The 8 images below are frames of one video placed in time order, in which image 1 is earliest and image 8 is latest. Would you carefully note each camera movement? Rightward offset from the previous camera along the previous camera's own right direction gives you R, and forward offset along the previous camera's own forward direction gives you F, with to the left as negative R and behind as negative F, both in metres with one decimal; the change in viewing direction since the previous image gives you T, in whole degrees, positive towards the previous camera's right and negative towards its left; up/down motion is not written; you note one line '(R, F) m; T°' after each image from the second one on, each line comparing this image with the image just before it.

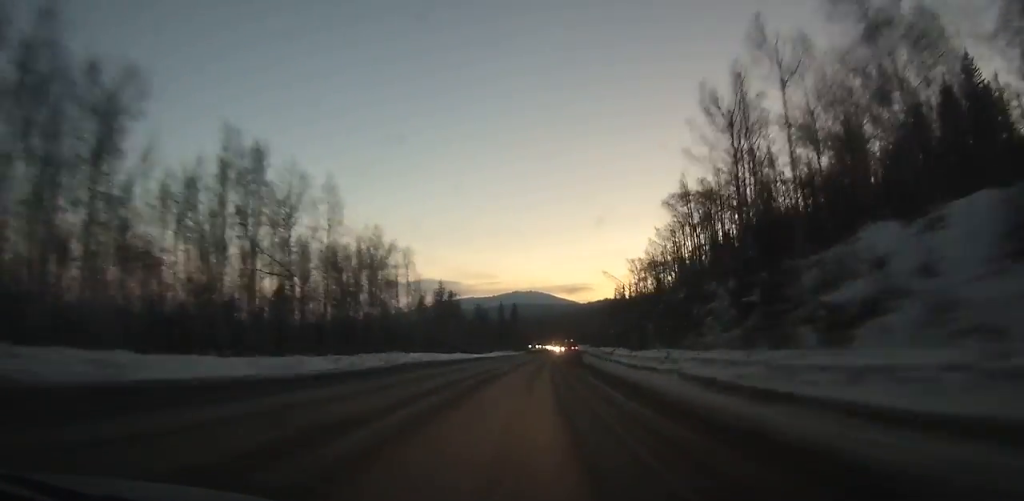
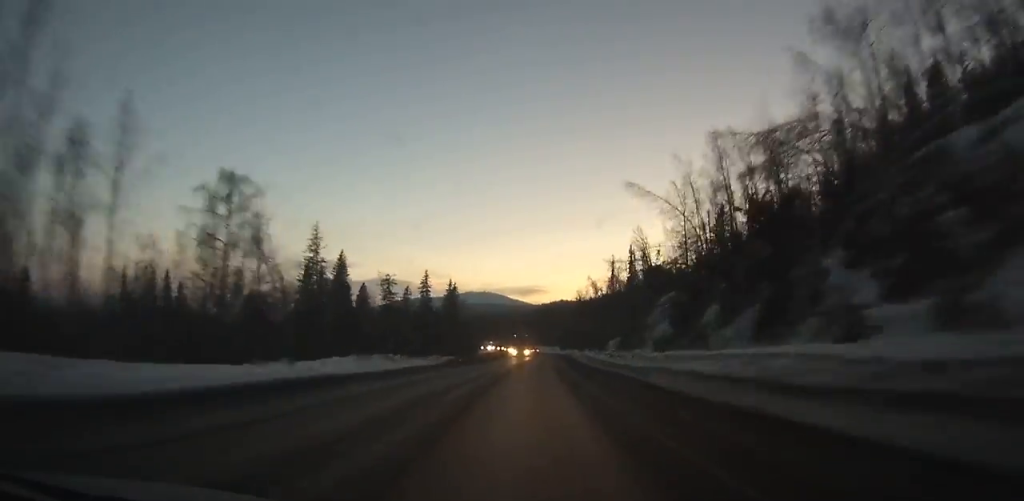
(+2.9, +69.5) m; +5°
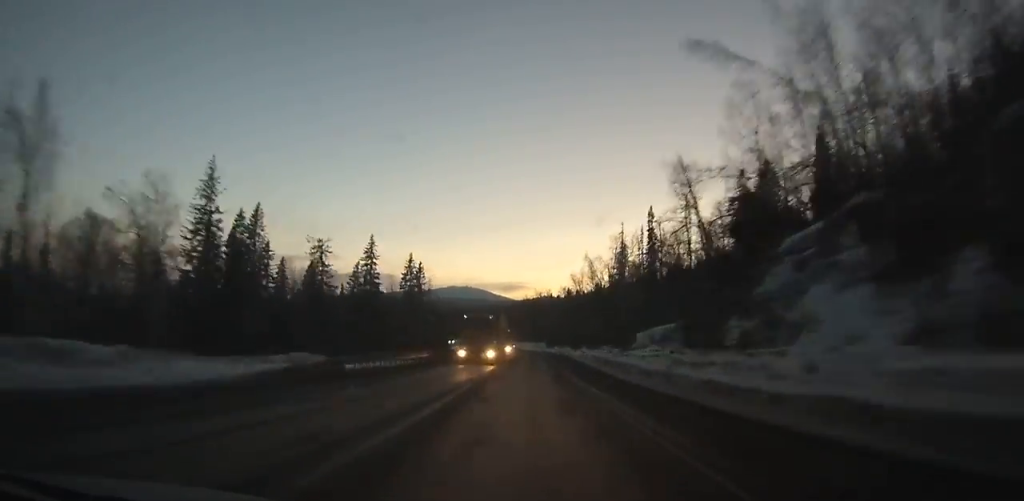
(+0.6, +28.5) m; +1°
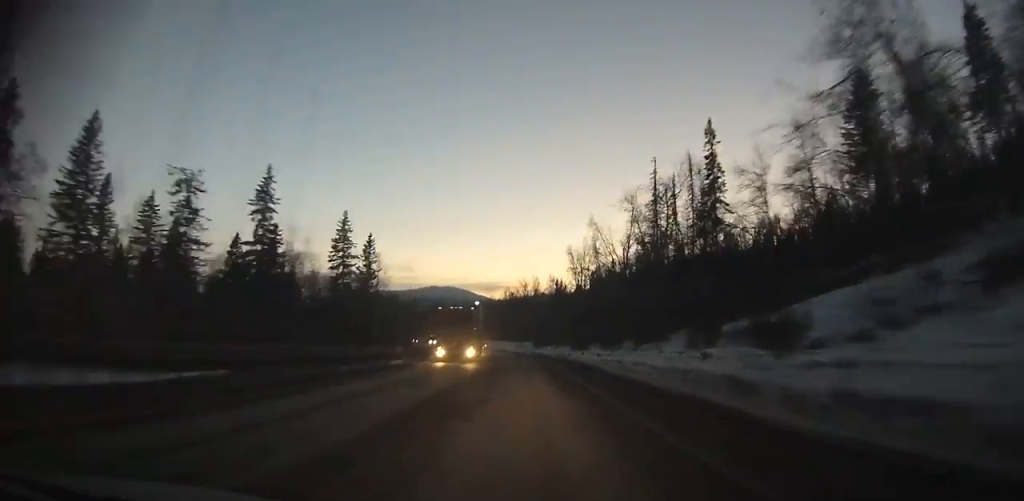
(+0.8, +30.6) m; 0°
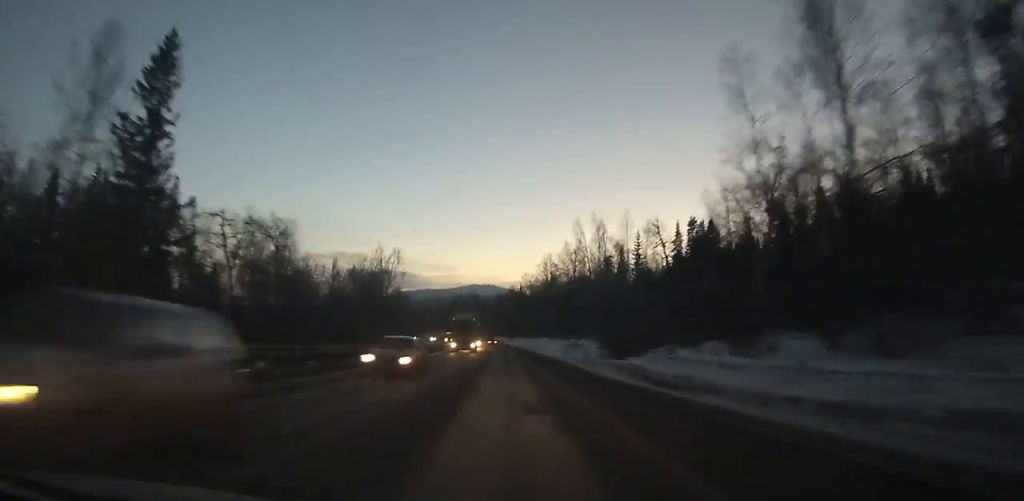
(-1.0, +67.1) m; -3°
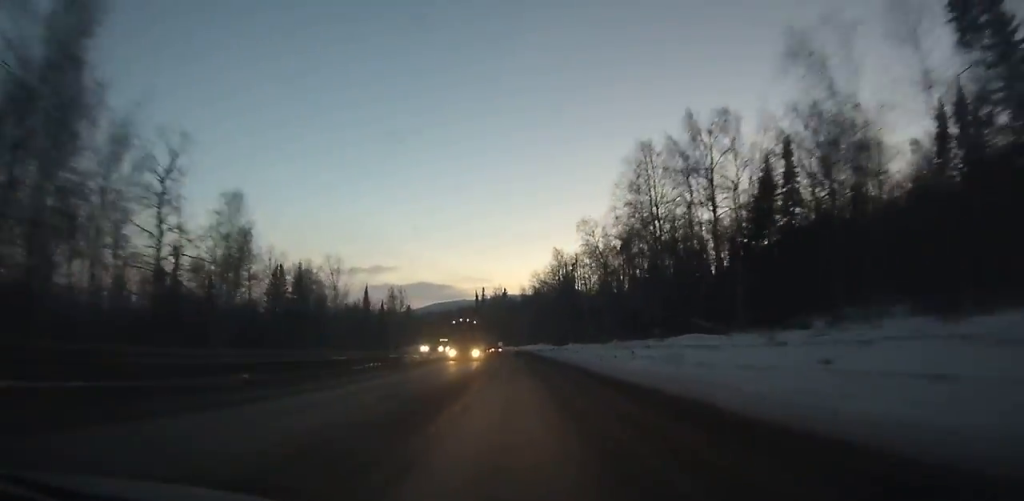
(-2.9, +74.5) m; -4°
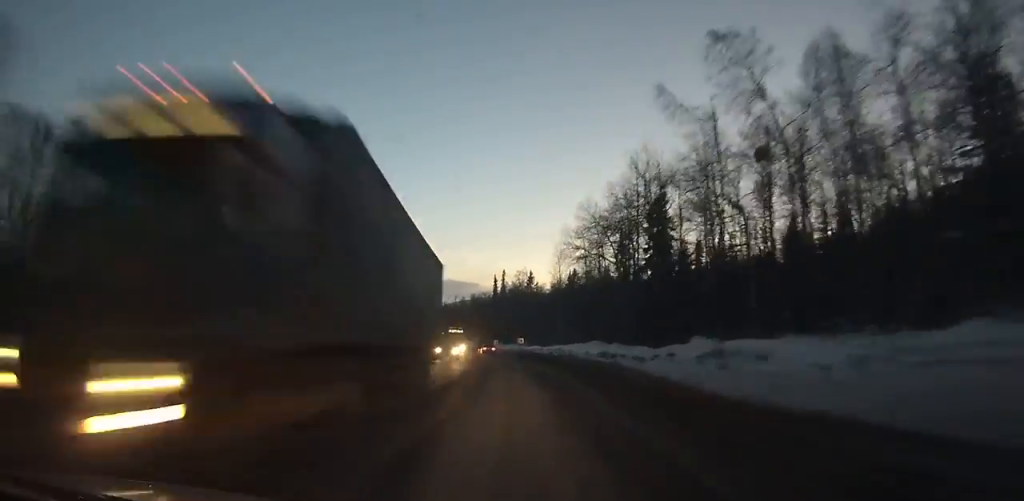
(-1.0, +50.7) m; -3°
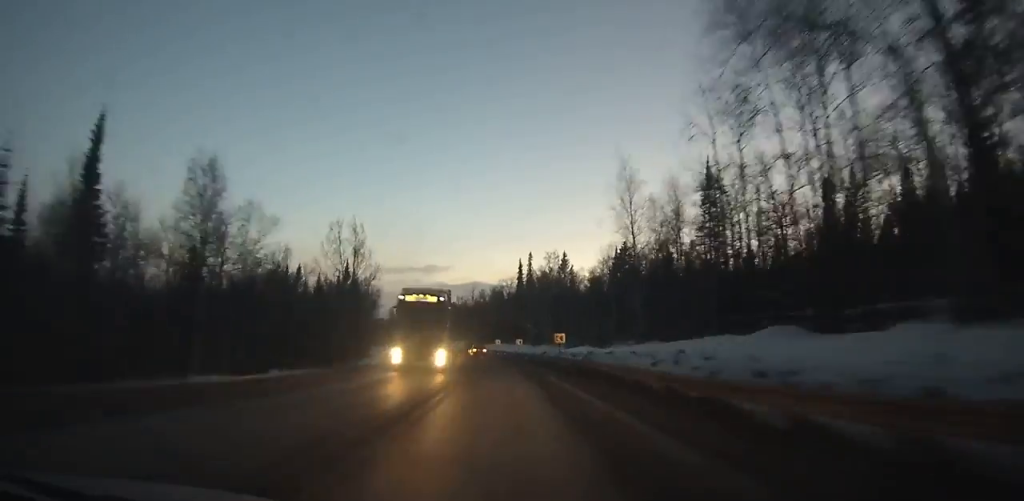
(-0.5, +37.6) m; -3°
